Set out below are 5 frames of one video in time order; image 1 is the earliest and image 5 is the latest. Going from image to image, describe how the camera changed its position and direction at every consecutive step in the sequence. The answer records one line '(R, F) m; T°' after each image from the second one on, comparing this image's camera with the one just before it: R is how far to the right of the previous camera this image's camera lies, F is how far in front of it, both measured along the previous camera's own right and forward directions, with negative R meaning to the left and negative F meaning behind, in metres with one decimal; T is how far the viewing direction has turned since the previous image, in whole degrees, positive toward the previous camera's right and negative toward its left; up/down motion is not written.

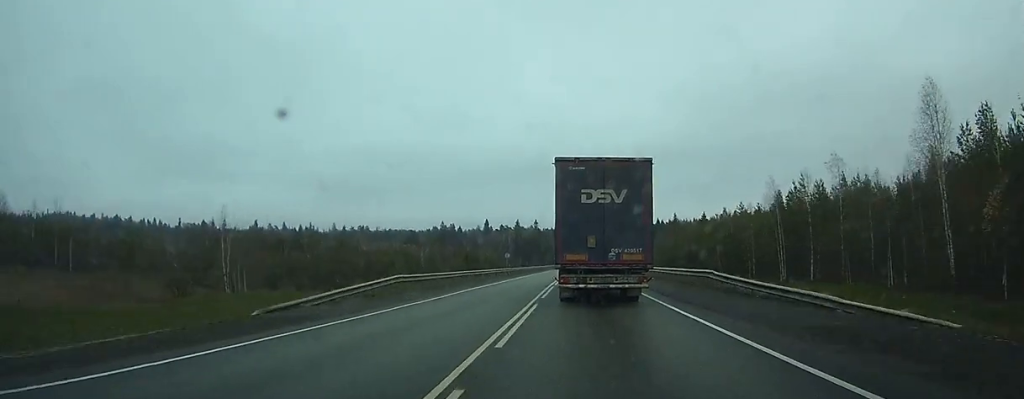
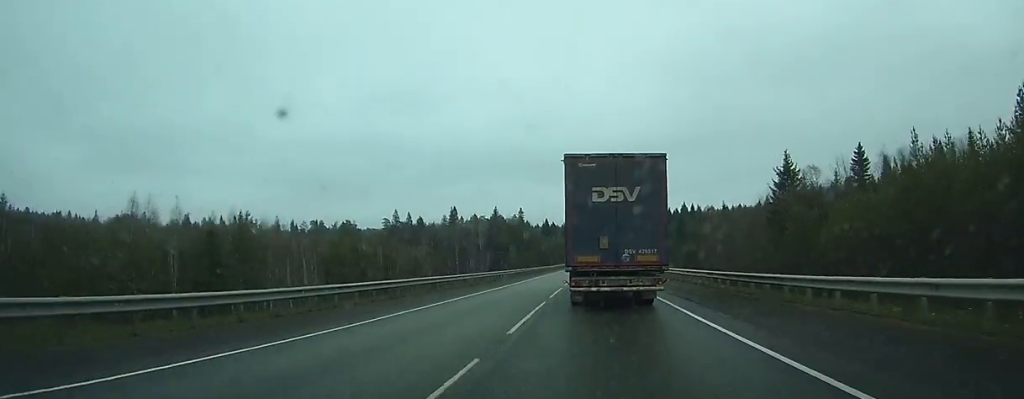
(+1.0, +112.2) m; +1°
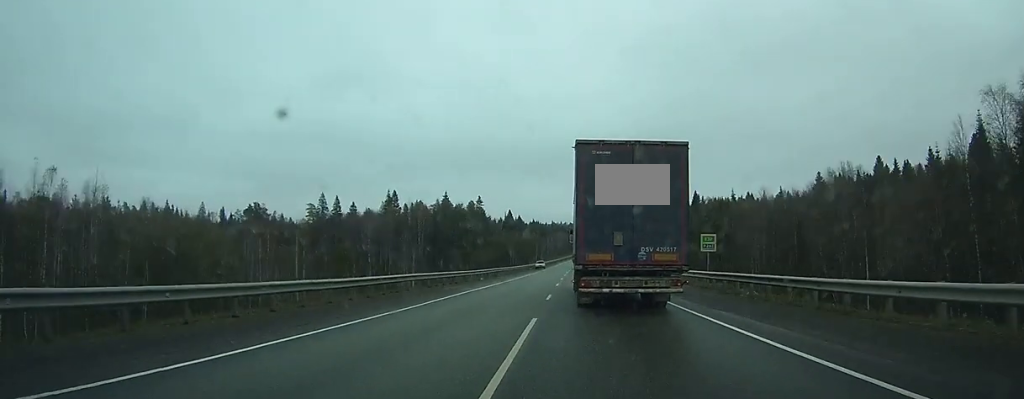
(+0.9, +66.1) m; +2°
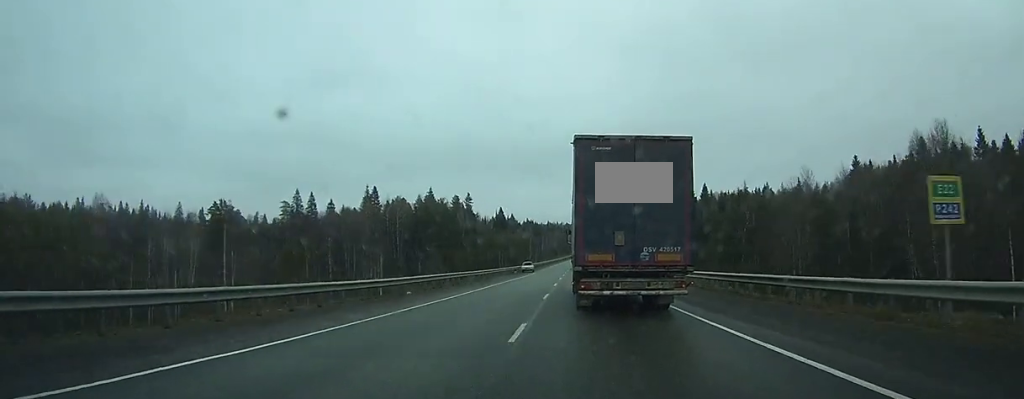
(+0.2, +22.2) m; +1°
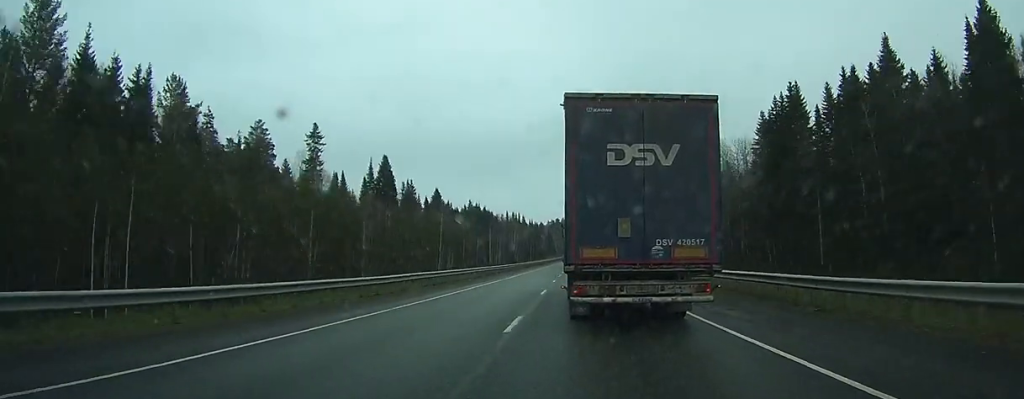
(+4.2, +154.4) m; +3°
